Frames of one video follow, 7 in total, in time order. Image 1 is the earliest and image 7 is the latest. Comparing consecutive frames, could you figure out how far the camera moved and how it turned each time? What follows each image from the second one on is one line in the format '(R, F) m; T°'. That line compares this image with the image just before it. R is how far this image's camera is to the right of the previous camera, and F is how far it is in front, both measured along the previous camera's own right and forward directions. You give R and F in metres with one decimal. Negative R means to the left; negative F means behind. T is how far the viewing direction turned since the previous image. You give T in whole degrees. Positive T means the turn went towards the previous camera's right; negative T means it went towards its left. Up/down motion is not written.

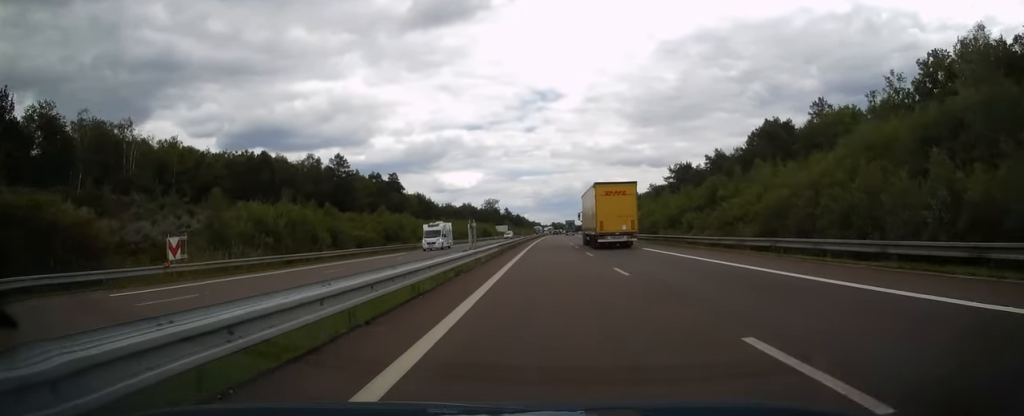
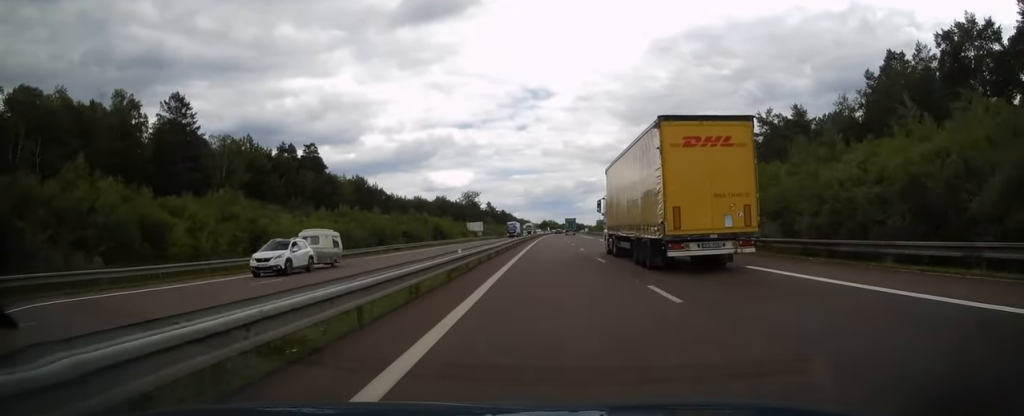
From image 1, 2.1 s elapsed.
(+0.6, +72.0) m; +1°
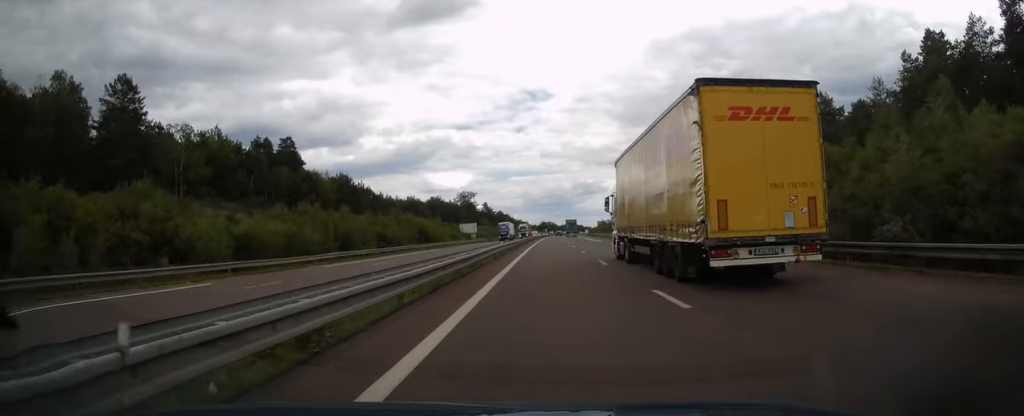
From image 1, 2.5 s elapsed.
(0.0, +13.6) m; 0°
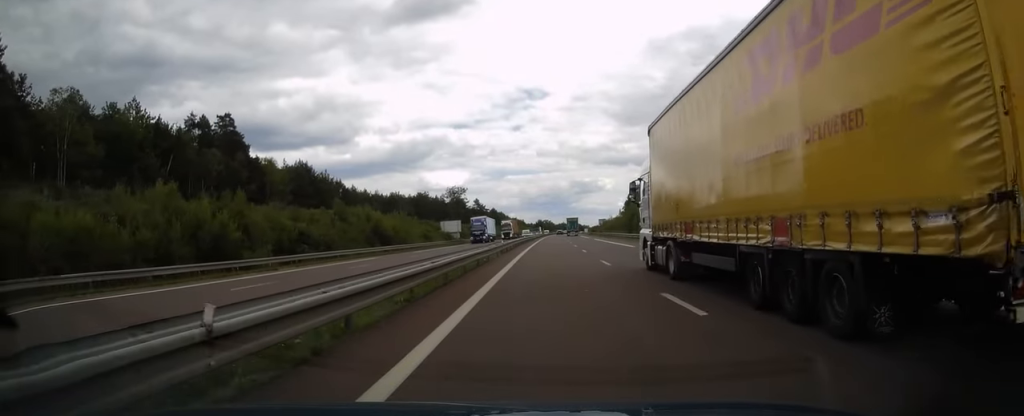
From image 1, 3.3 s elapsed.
(0.0, +27.1) m; 0°
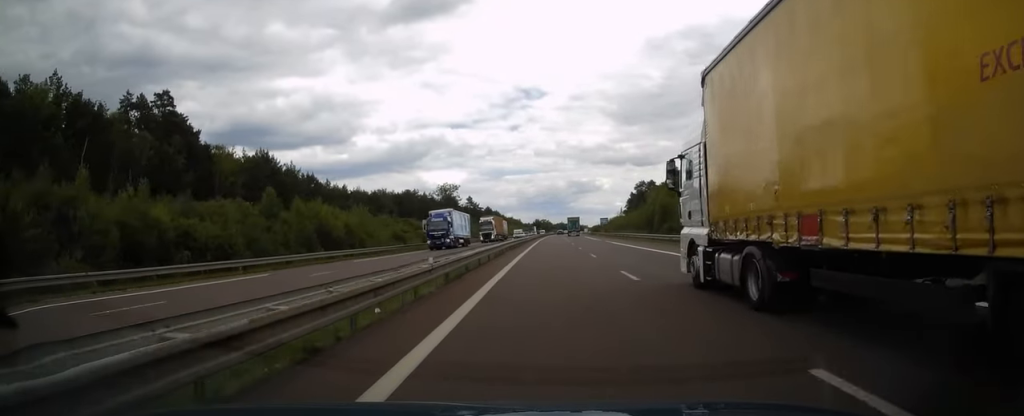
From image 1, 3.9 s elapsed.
(0.0, +19.7) m; 0°
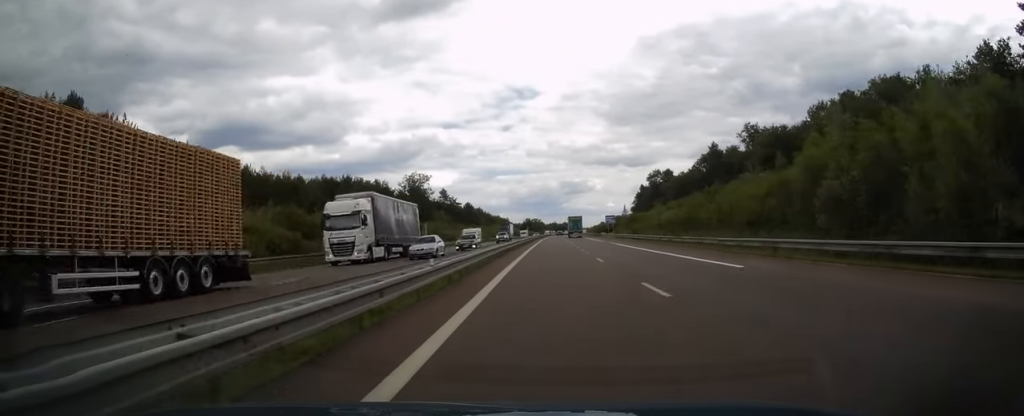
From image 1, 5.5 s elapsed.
(+0.3, +55.7) m; +1°
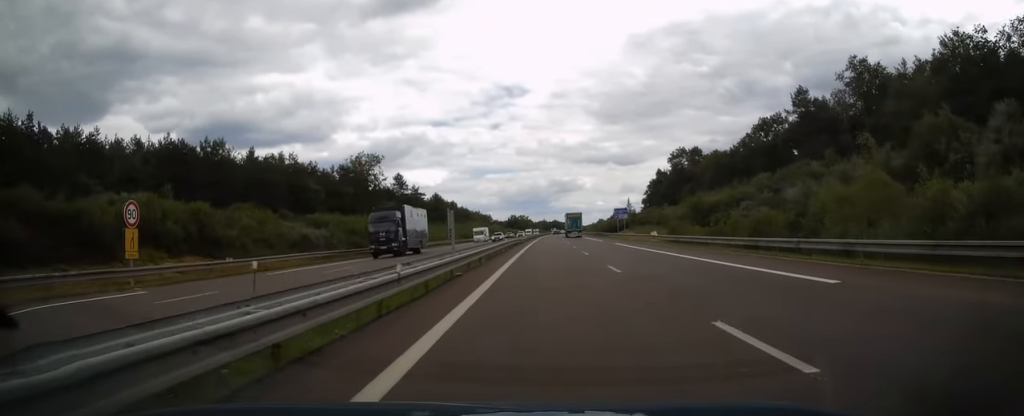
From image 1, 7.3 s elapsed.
(+0.5, +58.6) m; +1°
